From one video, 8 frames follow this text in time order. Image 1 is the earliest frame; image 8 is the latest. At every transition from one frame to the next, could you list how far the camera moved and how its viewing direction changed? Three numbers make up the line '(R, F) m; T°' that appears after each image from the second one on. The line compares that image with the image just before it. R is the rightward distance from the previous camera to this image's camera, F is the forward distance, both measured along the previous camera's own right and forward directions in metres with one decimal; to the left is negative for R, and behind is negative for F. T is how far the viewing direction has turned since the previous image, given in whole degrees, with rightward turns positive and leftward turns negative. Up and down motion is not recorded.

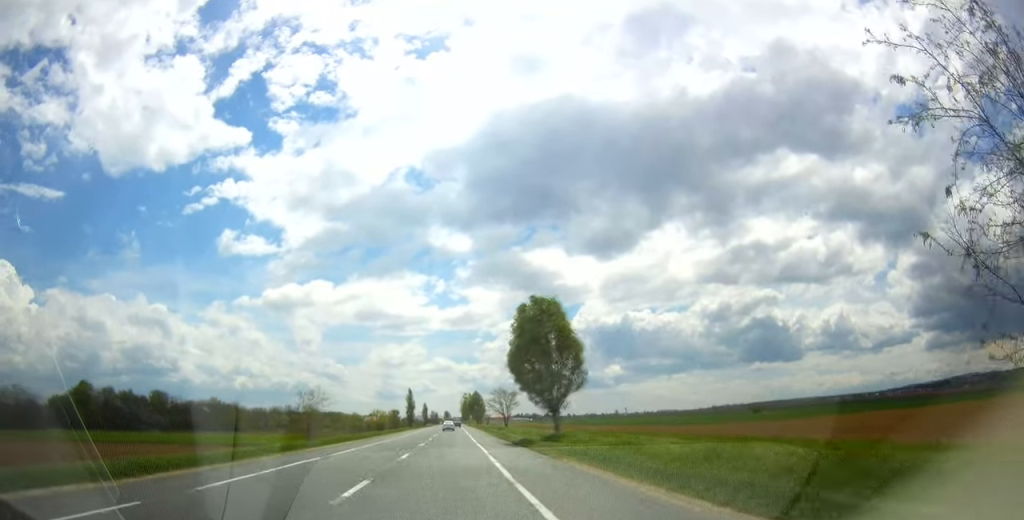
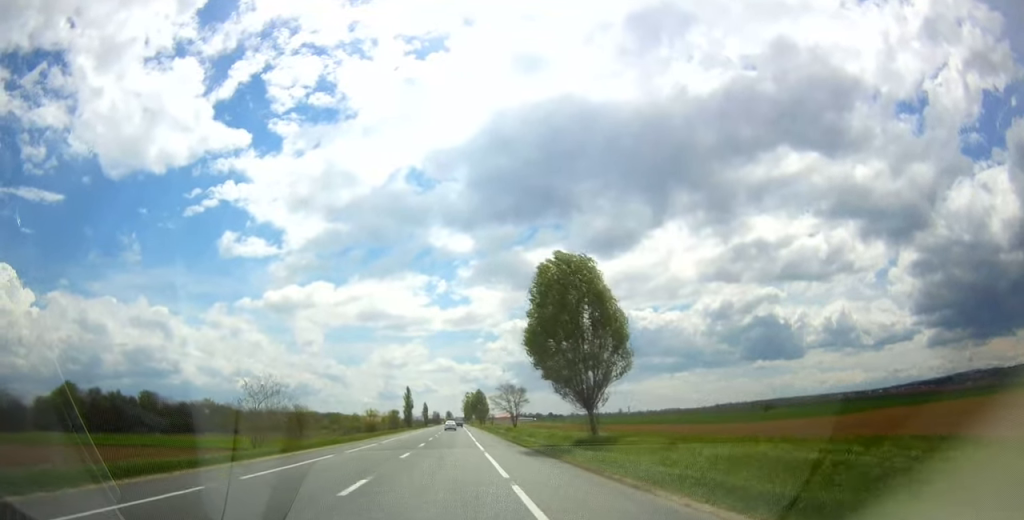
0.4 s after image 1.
(-0.1, +11.2) m; 0°
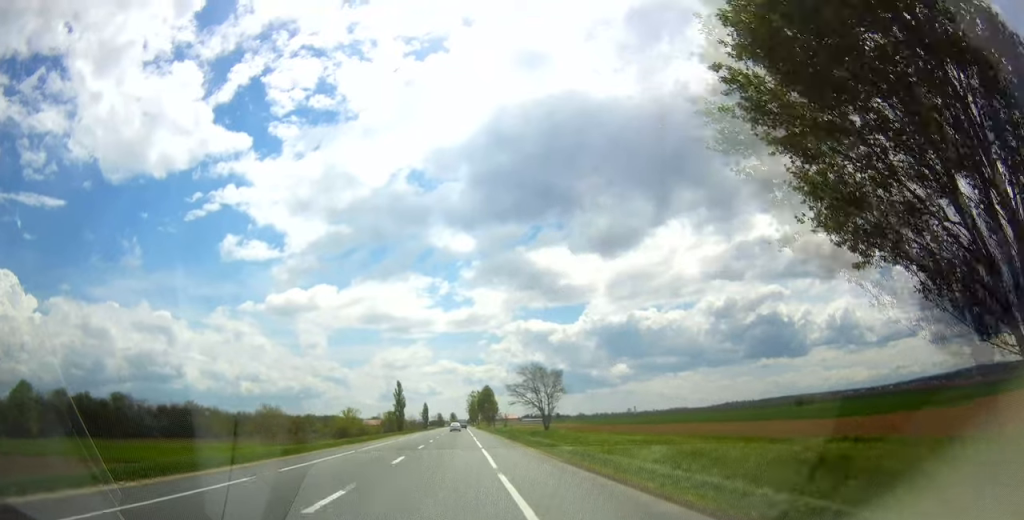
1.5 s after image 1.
(0.0, +26.1) m; 0°
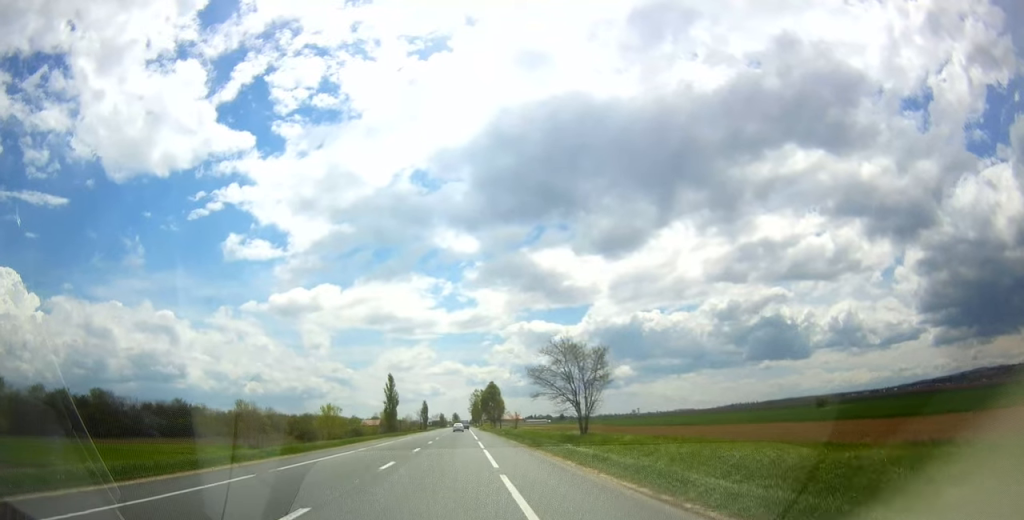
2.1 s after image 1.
(0.0, +14.9) m; 0°
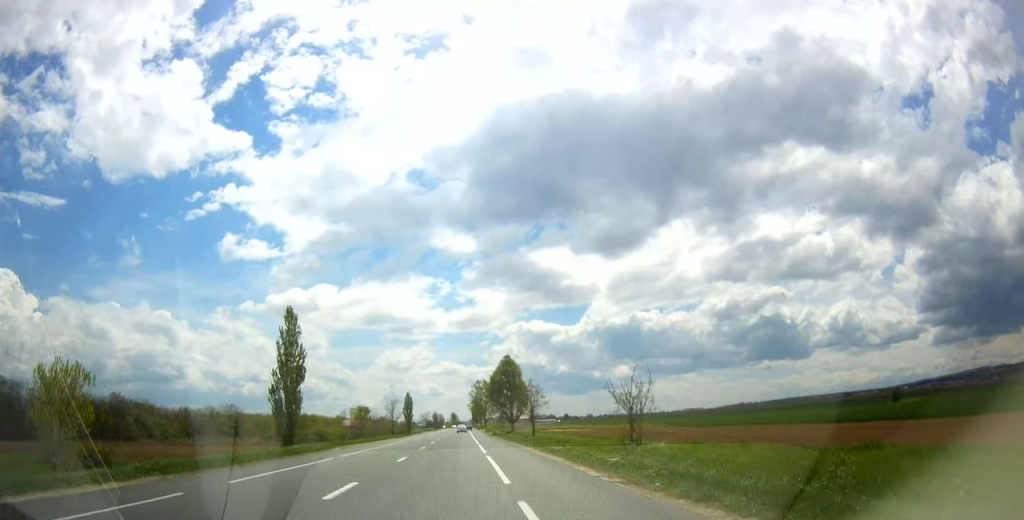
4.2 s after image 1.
(0.0, +54.6) m; 0°
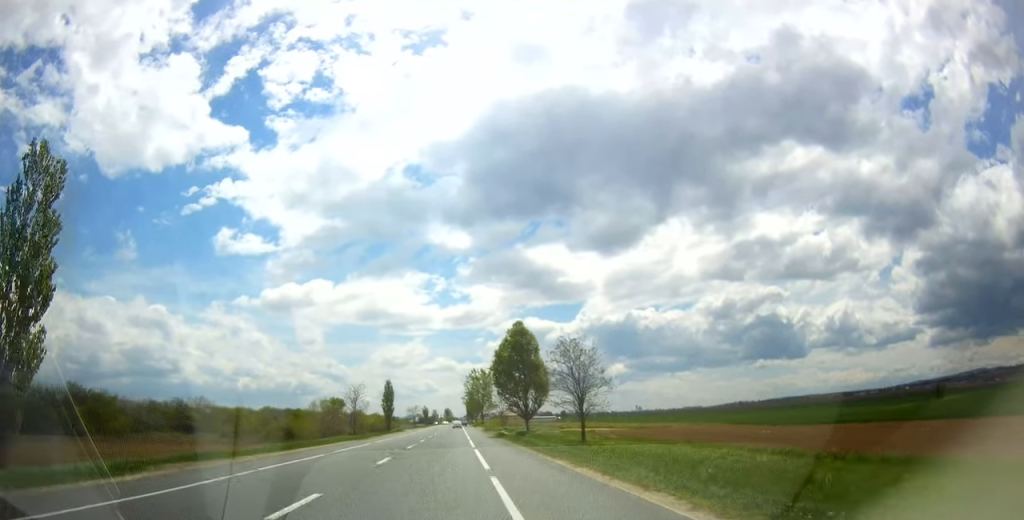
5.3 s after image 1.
(0.0, +26.1) m; 0°
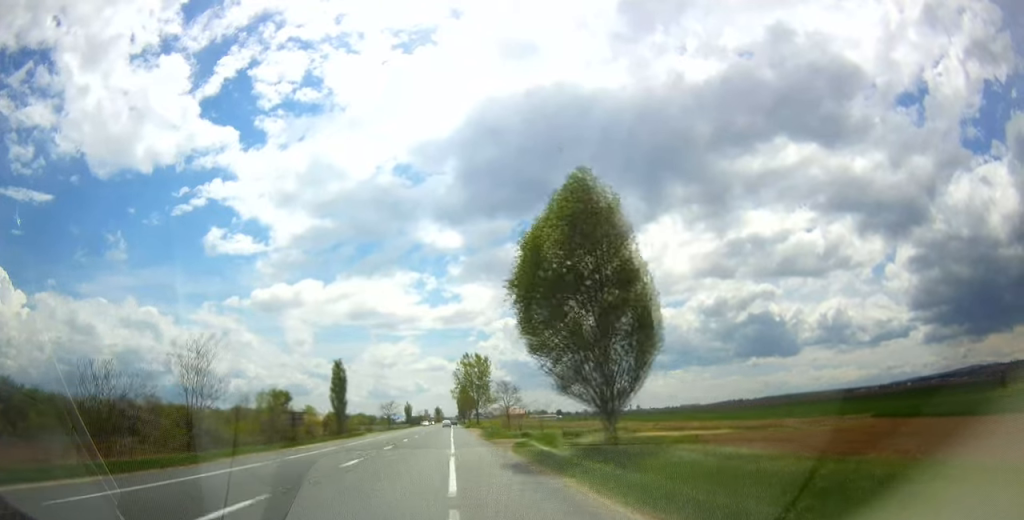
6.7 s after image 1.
(+0.2, +36.2) m; 0°
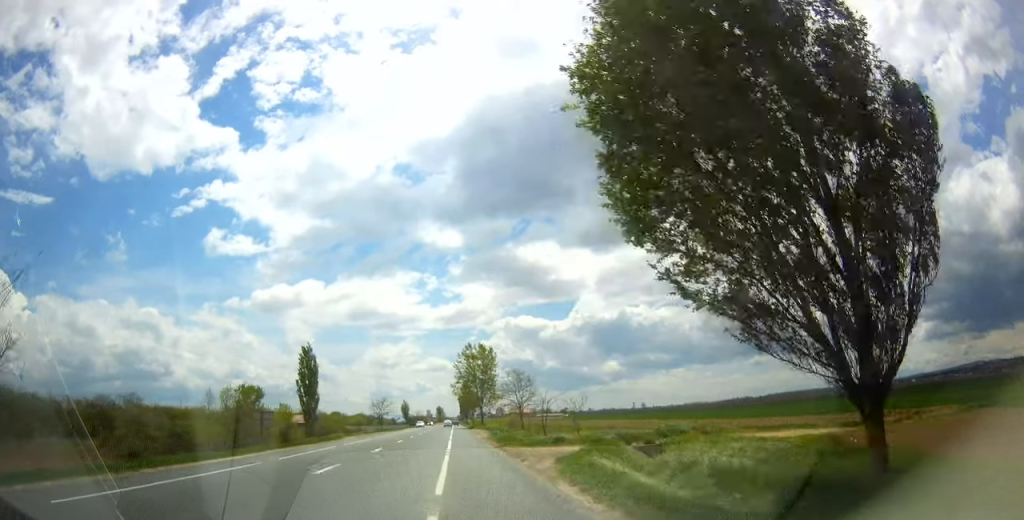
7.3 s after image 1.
(0.0, +15.1) m; 0°
